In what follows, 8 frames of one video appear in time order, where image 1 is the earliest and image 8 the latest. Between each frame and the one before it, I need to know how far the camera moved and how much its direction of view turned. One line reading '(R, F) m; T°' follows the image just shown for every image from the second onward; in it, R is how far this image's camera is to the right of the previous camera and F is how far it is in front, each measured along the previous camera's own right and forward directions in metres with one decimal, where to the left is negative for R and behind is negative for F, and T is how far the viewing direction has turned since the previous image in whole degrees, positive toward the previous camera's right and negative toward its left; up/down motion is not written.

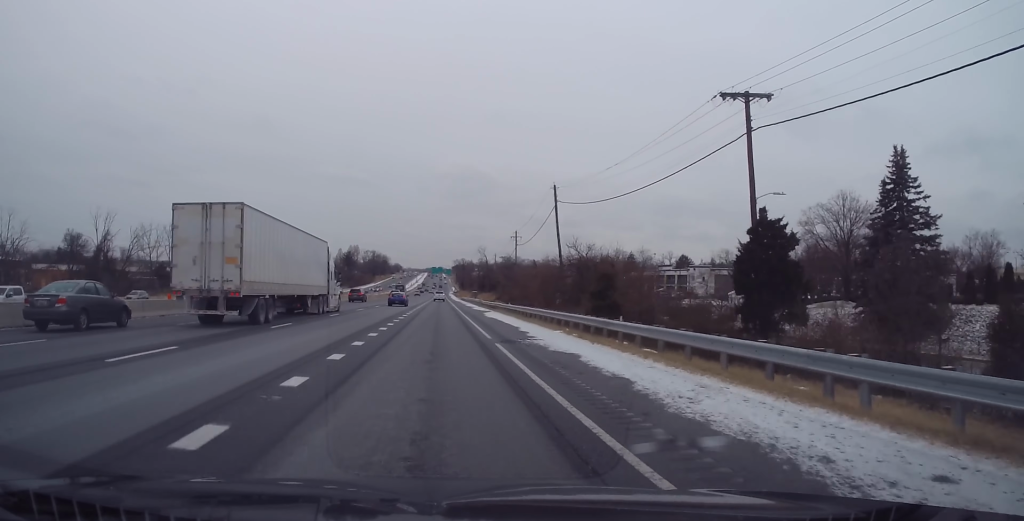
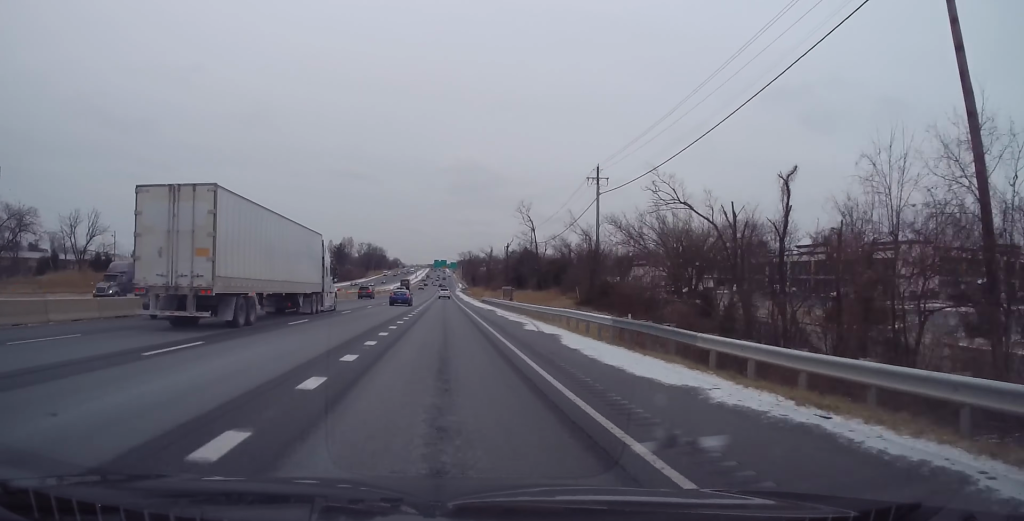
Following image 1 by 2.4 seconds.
(0.0, +67.6) m; 0°
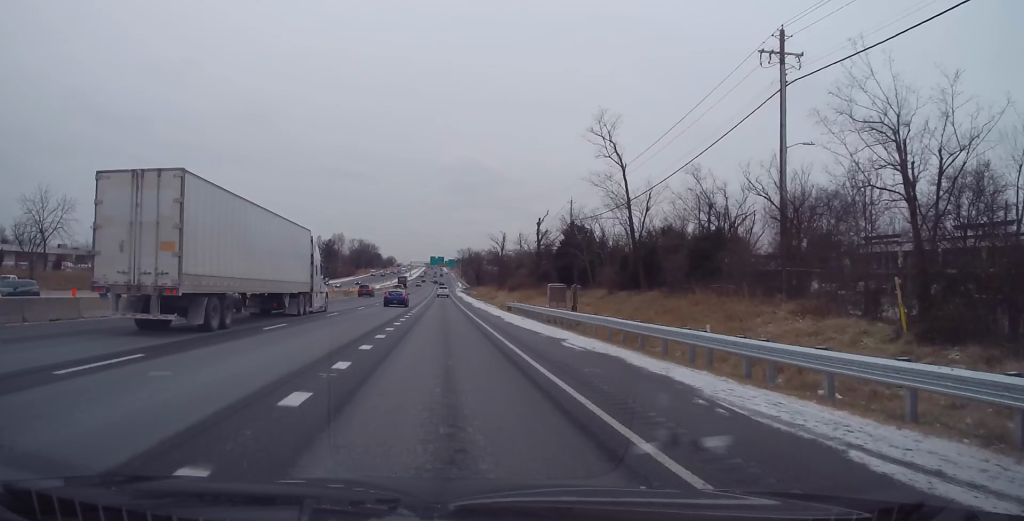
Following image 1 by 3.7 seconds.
(0.0, +38.2) m; 0°
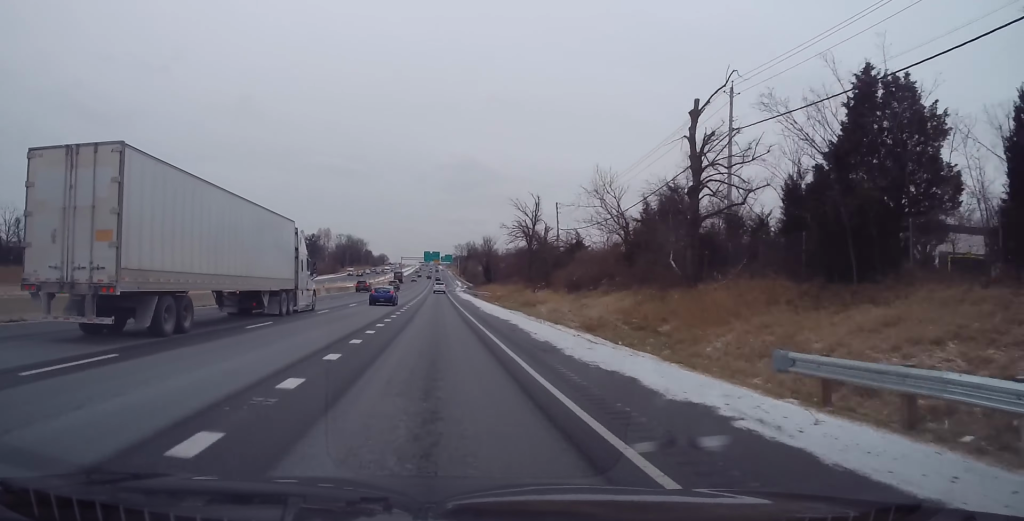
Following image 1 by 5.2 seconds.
(0.0, +45.6) m; 0°
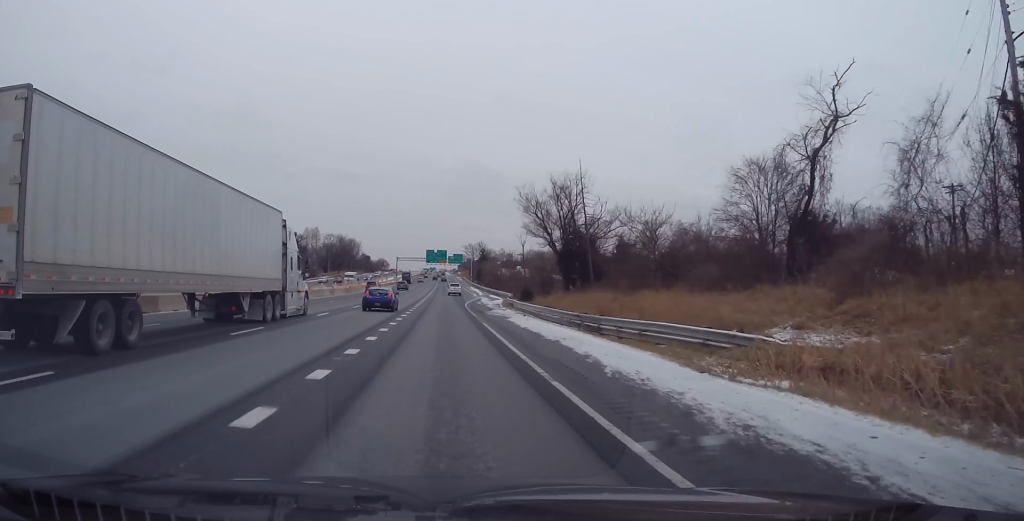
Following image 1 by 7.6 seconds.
(0.0, +72.2) m; 0°
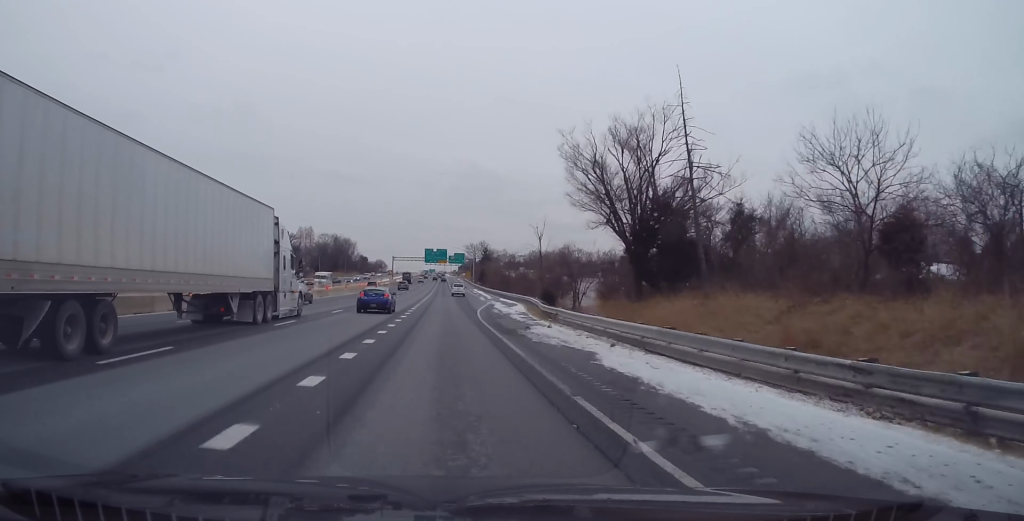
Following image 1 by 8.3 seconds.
(0.0, +19.8) m; 0°
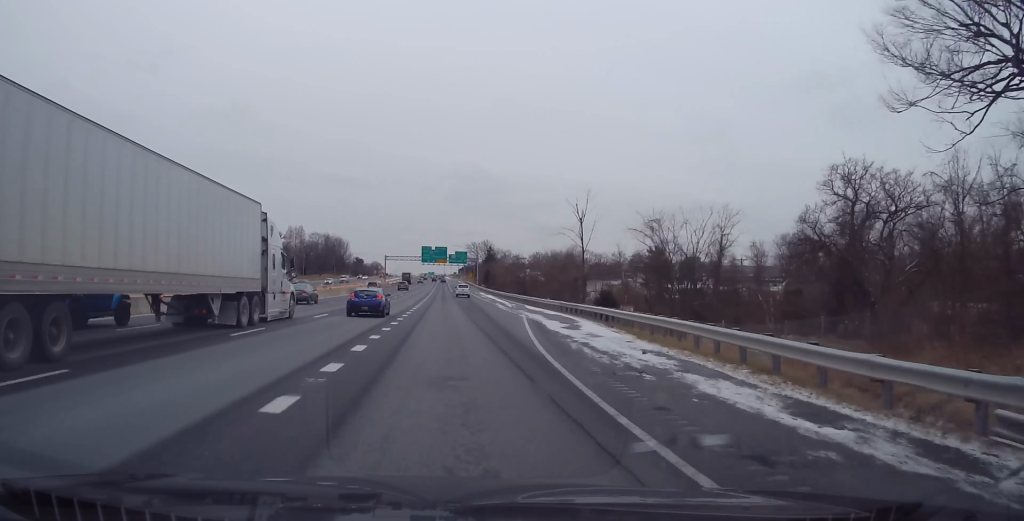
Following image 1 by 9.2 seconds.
(0.0, +27.7) m; 0°
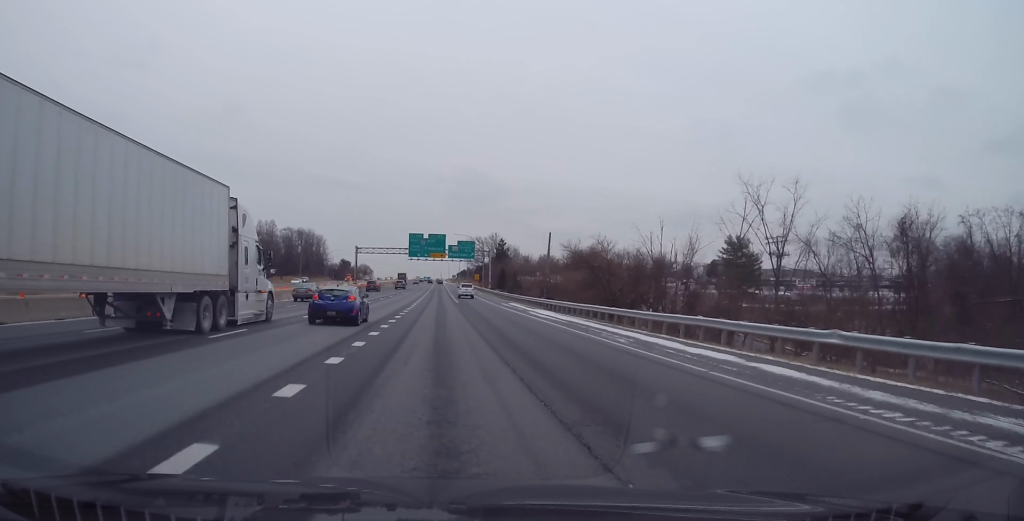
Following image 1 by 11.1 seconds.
(0.0, +59.0) m; 0°
